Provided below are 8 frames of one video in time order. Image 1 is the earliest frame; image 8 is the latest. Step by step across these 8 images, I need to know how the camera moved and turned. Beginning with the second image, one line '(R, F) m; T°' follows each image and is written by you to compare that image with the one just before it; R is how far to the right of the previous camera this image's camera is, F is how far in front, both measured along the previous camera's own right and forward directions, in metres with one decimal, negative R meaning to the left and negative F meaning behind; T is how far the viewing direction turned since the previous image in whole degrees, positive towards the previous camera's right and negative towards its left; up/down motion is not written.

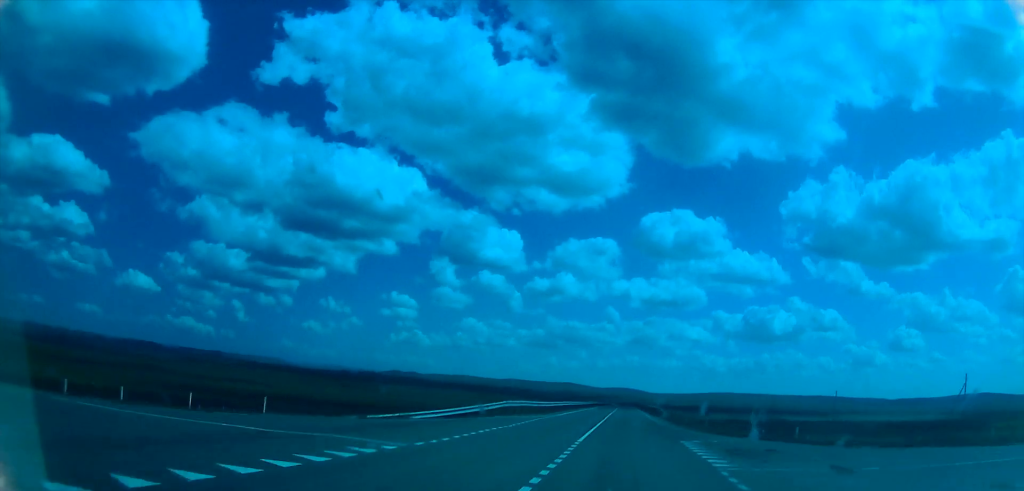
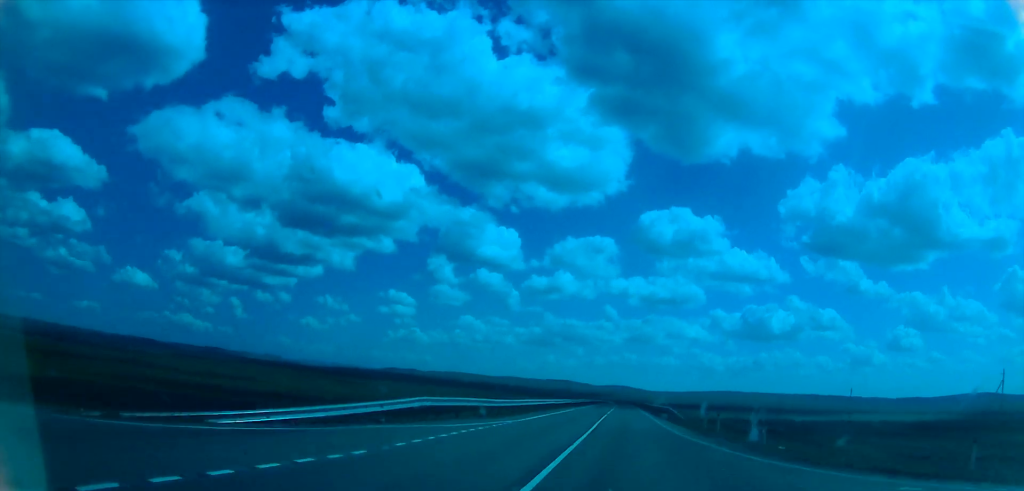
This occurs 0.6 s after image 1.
(0.0, +14.2) m; 0°
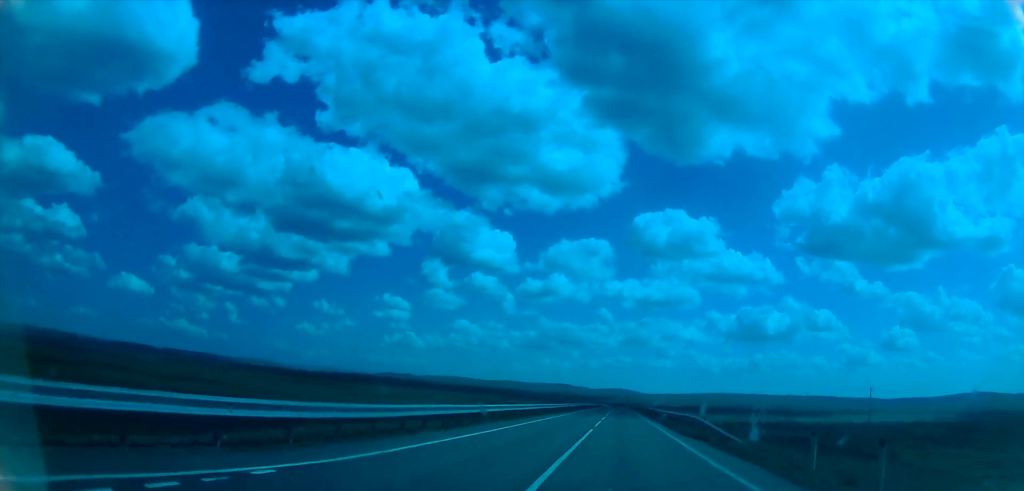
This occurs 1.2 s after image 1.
(+0.2, +16.8) m; 0°
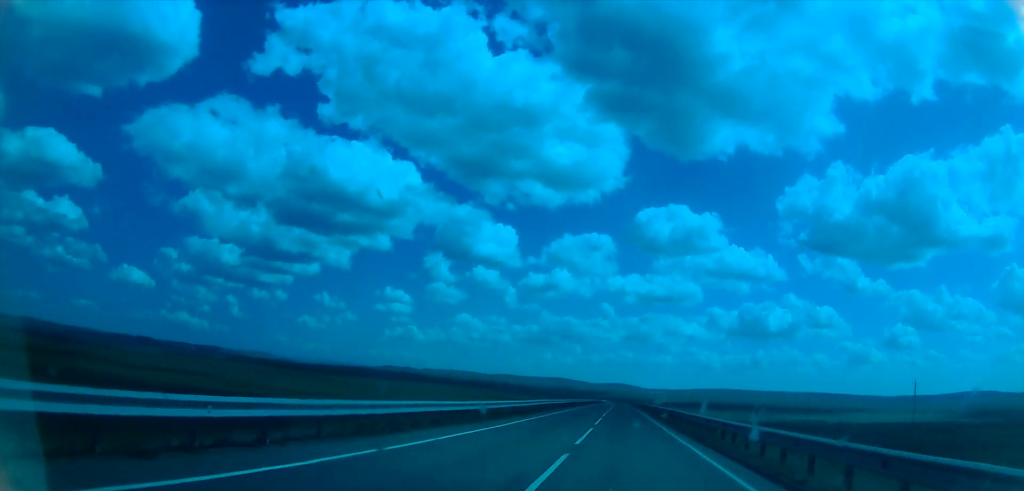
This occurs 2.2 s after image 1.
(-0.3, +24.8) m; +1°
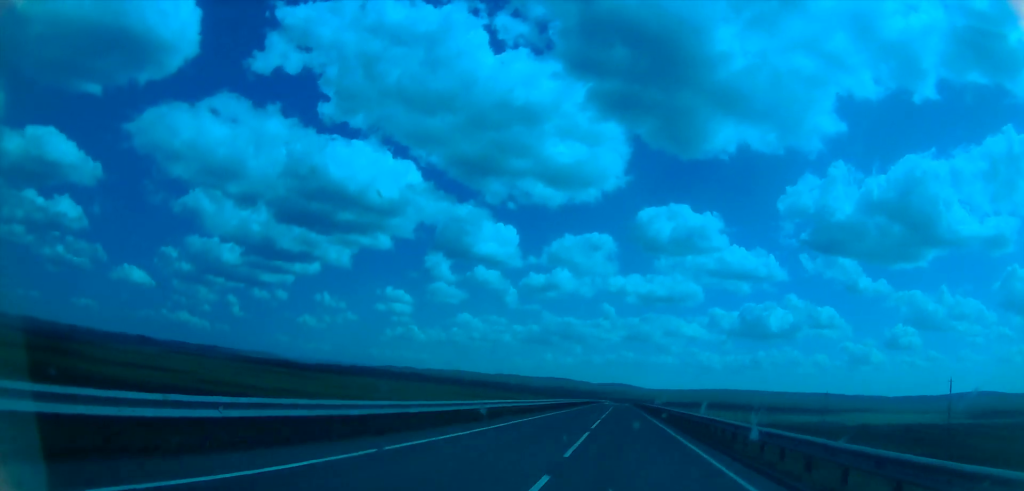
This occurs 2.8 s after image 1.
(+0.2, +15.6) m; 0°
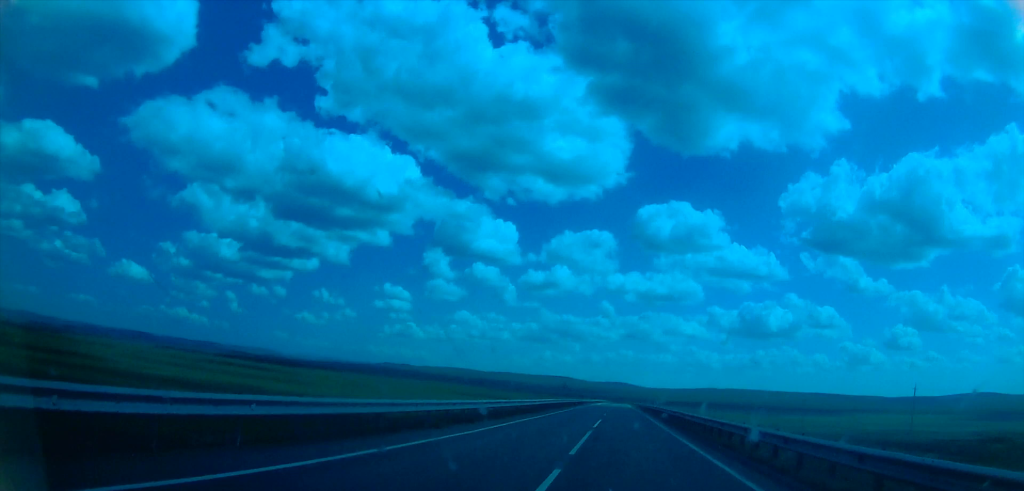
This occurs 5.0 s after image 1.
(-1.1, +58.9) m; -2°
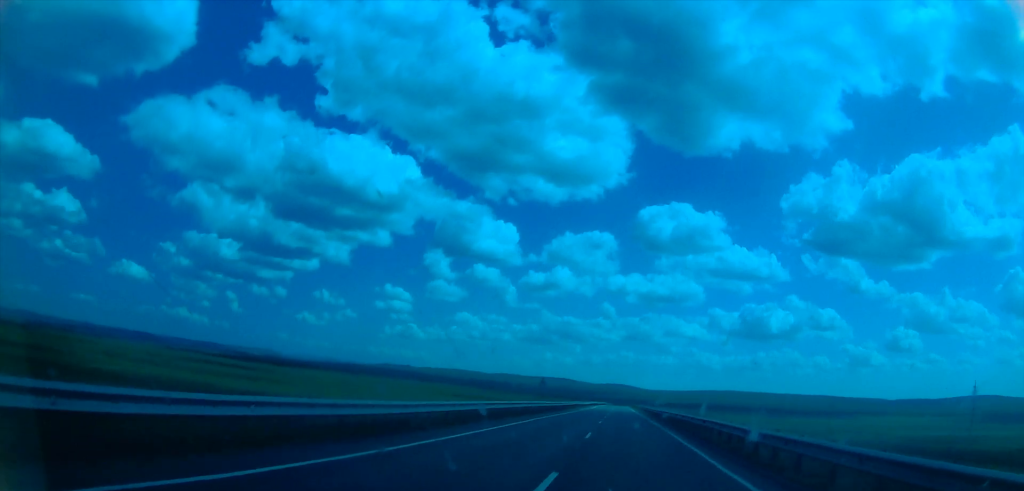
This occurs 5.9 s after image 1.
(+0.2, +23.9) m; +1°
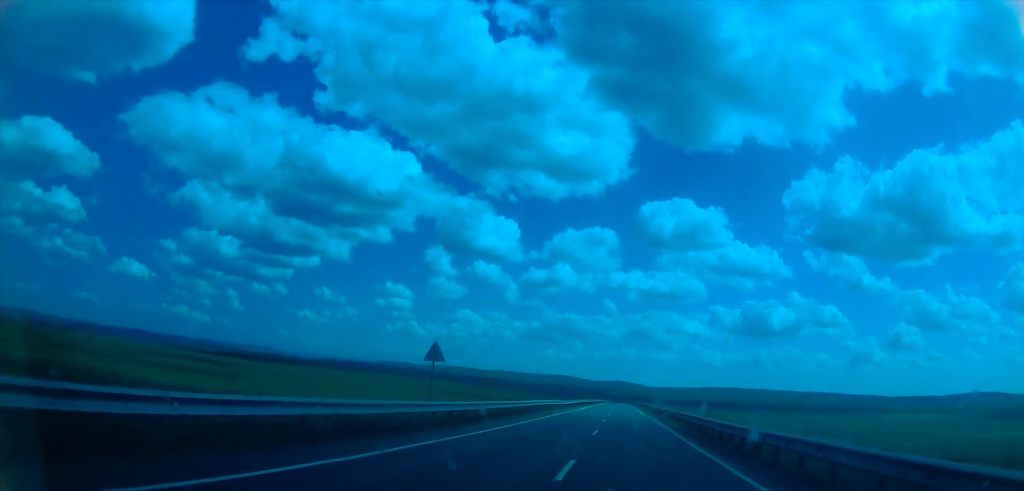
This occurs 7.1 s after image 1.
(0.0, +33.6) m; 0°
